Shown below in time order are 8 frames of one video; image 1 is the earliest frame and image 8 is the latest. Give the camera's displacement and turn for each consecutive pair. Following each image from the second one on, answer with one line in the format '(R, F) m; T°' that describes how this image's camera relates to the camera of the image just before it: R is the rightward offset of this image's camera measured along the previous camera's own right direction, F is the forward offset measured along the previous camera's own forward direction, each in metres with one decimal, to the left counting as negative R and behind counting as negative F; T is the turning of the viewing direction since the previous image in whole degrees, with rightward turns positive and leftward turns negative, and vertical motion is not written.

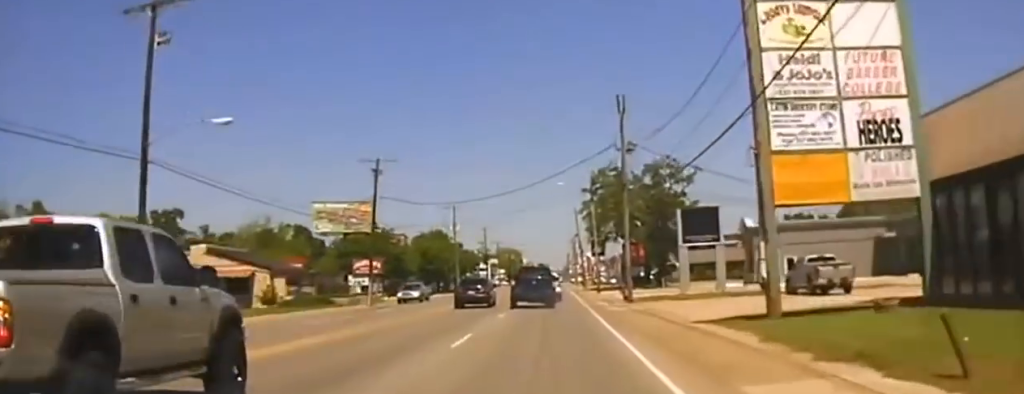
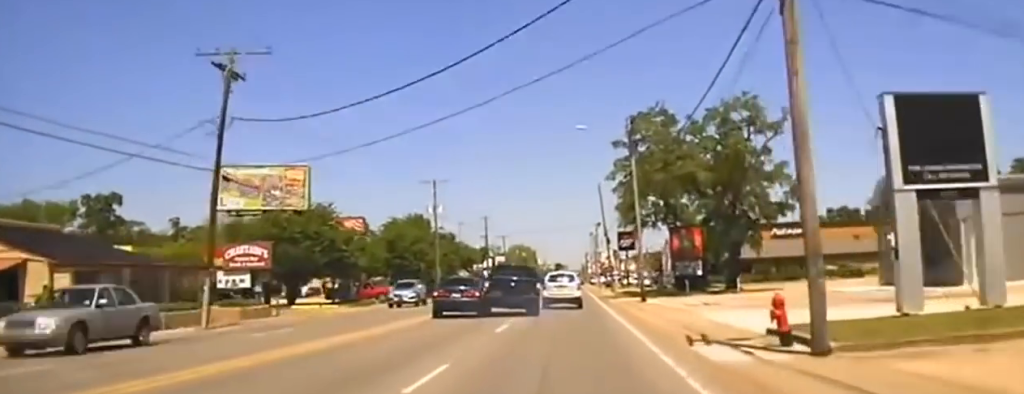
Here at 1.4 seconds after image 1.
(-0.4, +37.1) m; -1°
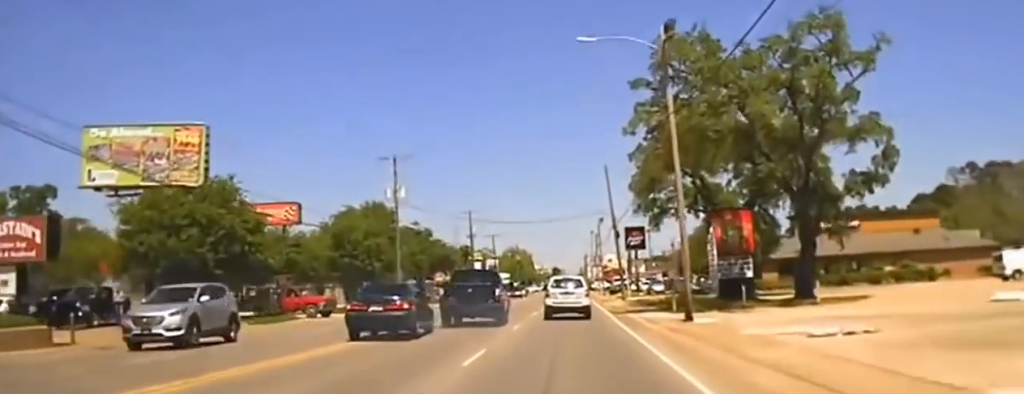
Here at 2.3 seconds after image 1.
(0.0, +24.7) m; 0°
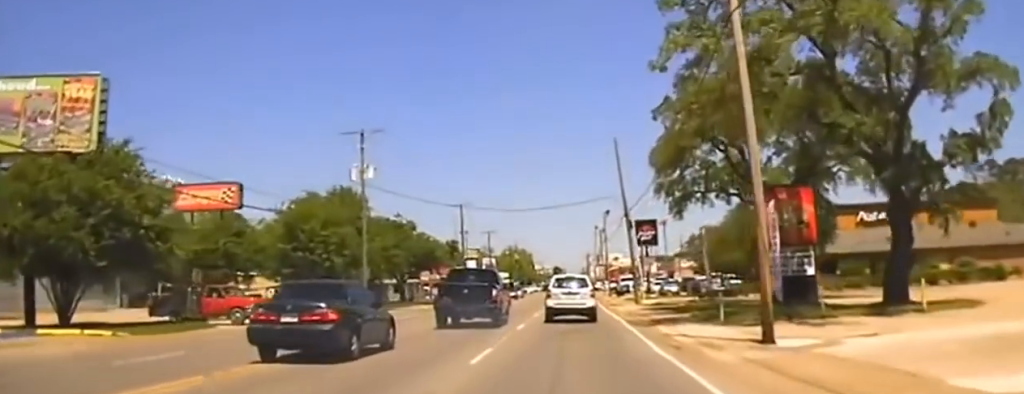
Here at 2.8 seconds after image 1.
(0.0, +12.4) m; -1°
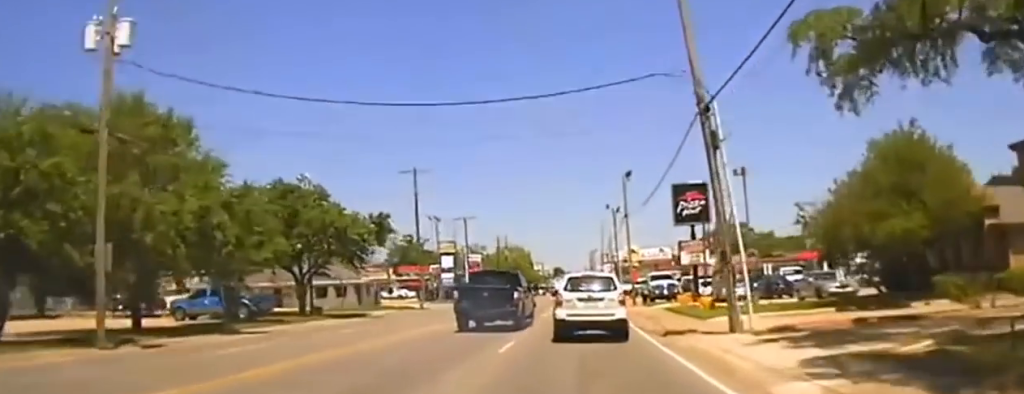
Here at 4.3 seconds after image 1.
(-0.8, +30.8) m; -3°
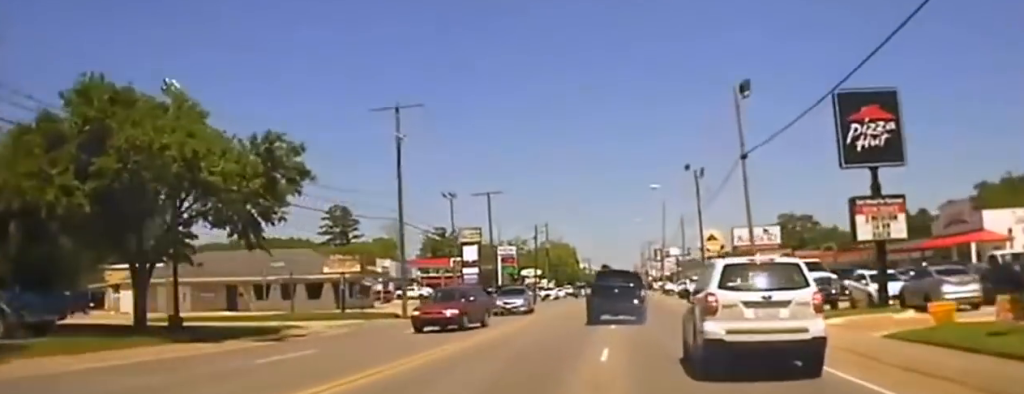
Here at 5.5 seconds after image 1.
(0.0, +21.1) m; +1°
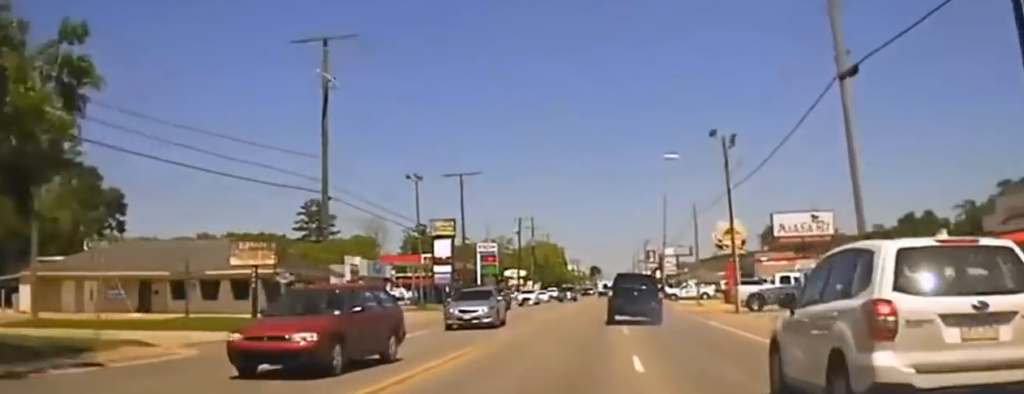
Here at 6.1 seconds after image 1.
(+0.1, +11.1) m; +1°
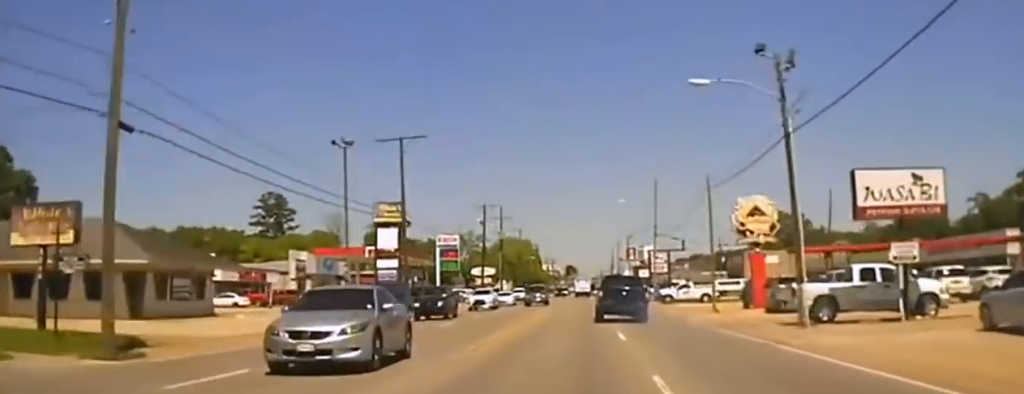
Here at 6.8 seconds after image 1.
(+0.1, +18.0) m; +1°
